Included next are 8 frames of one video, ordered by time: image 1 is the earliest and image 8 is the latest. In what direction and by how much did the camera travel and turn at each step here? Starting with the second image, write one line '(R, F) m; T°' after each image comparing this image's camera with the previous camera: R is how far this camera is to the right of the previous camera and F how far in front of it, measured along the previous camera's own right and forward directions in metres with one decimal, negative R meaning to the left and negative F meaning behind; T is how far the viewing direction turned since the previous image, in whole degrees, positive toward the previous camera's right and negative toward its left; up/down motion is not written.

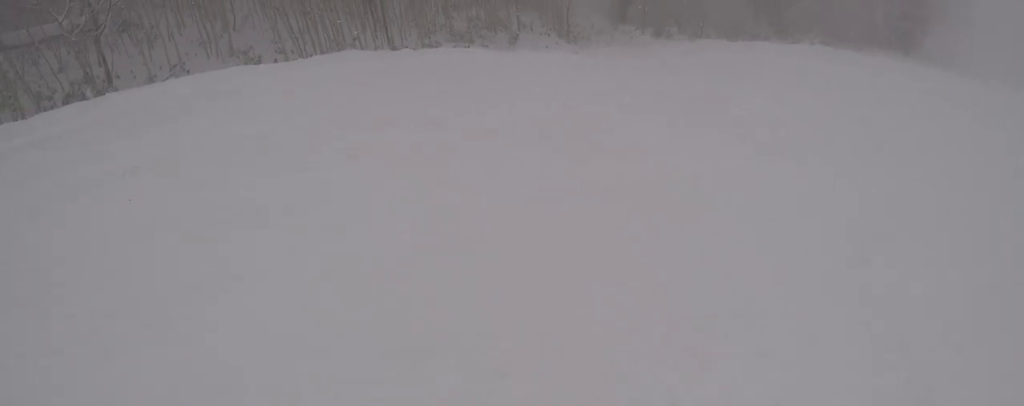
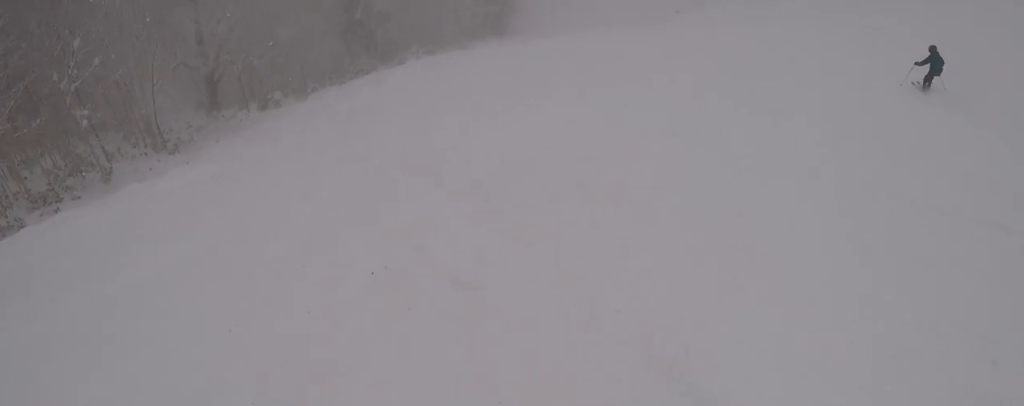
(-0.3, +6.2) m; +2°
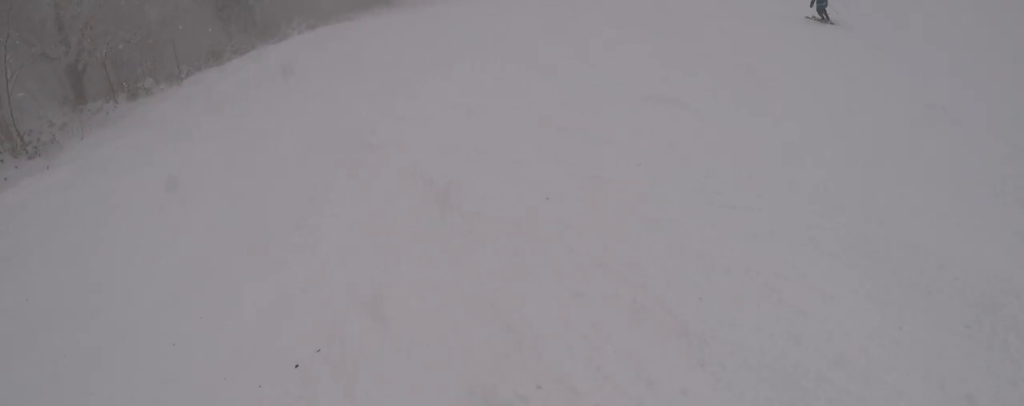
(-0.4, +2.5) m; +11°
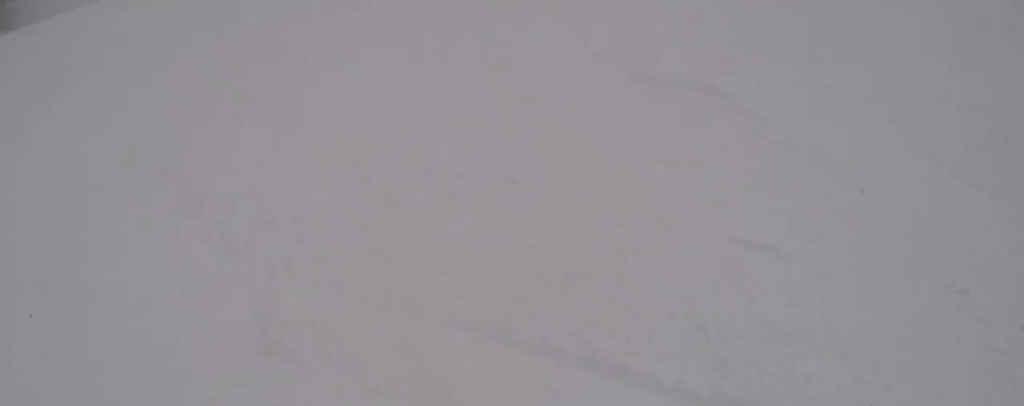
(+2.5, +6.7) m; +51°
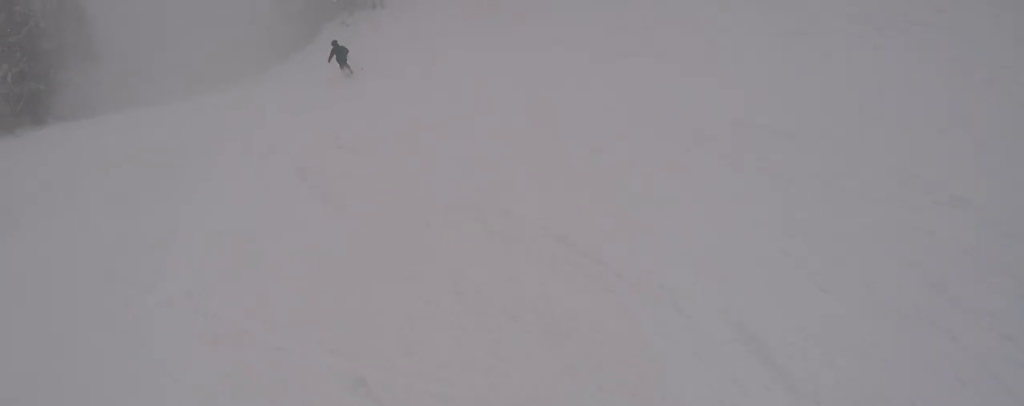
(+1.4, +3.9) m; +4°
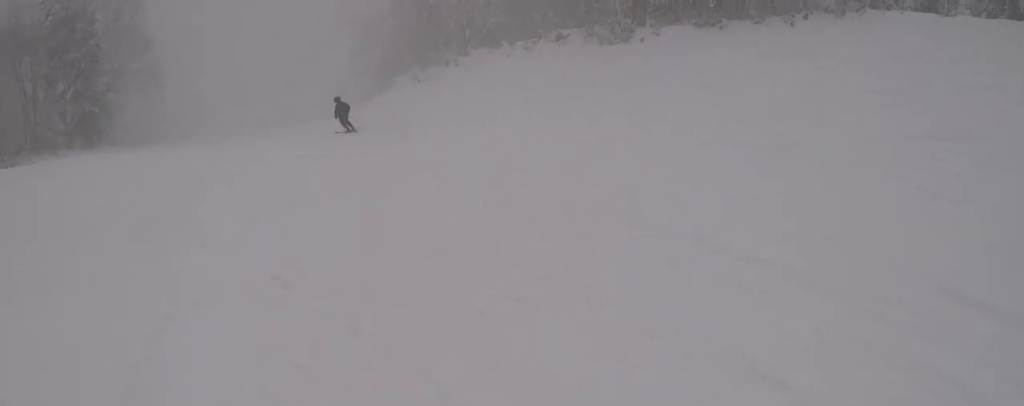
(+0.5, +4.0) m; -3°
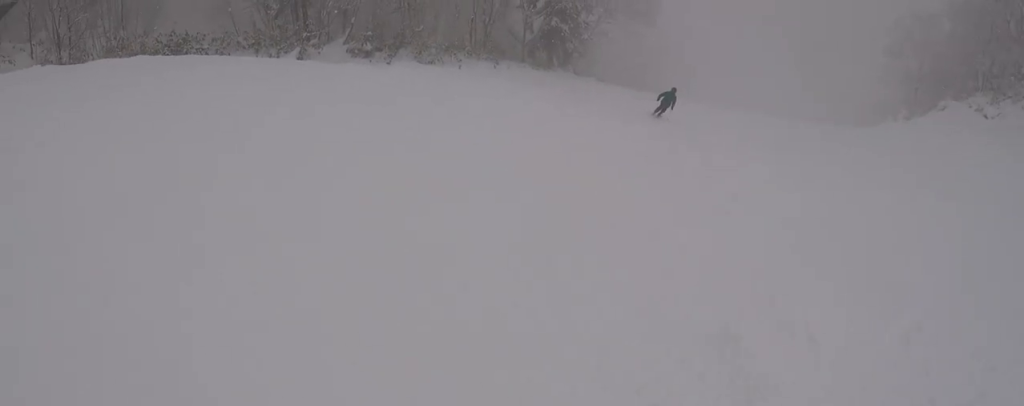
(-4.9, +11.4) m; -46°
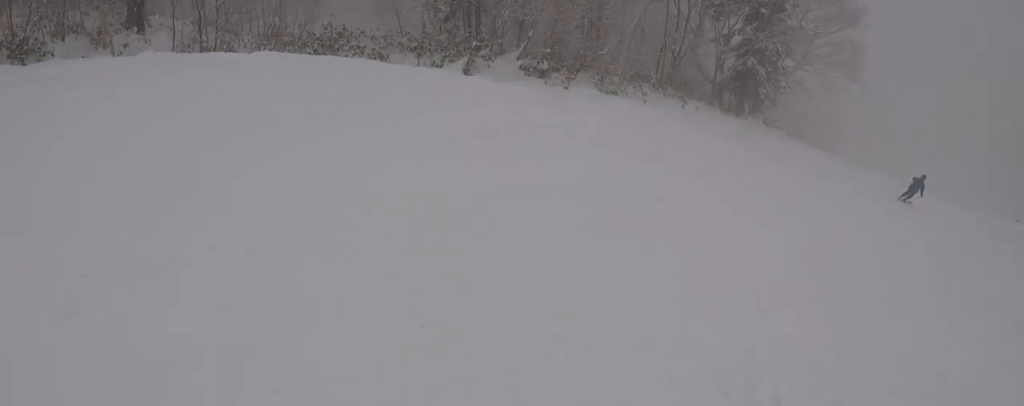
(-0.7, +3.5) m; -13°
